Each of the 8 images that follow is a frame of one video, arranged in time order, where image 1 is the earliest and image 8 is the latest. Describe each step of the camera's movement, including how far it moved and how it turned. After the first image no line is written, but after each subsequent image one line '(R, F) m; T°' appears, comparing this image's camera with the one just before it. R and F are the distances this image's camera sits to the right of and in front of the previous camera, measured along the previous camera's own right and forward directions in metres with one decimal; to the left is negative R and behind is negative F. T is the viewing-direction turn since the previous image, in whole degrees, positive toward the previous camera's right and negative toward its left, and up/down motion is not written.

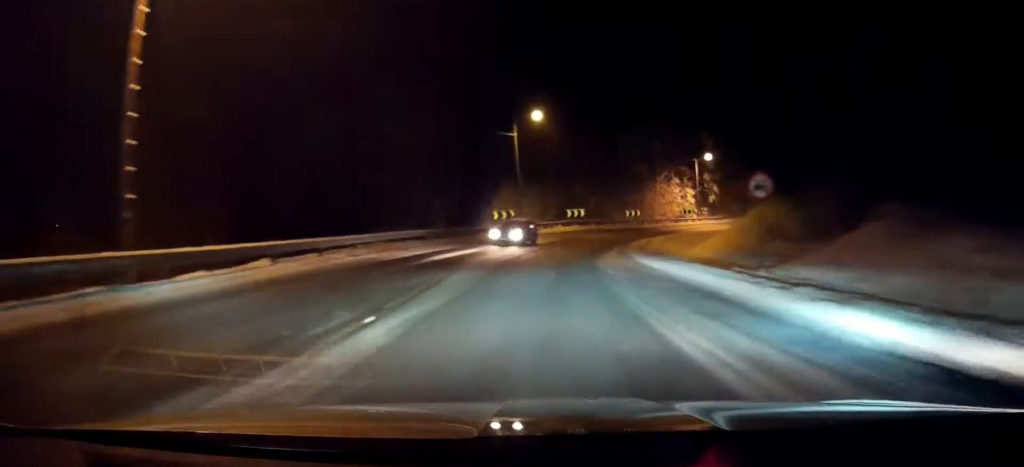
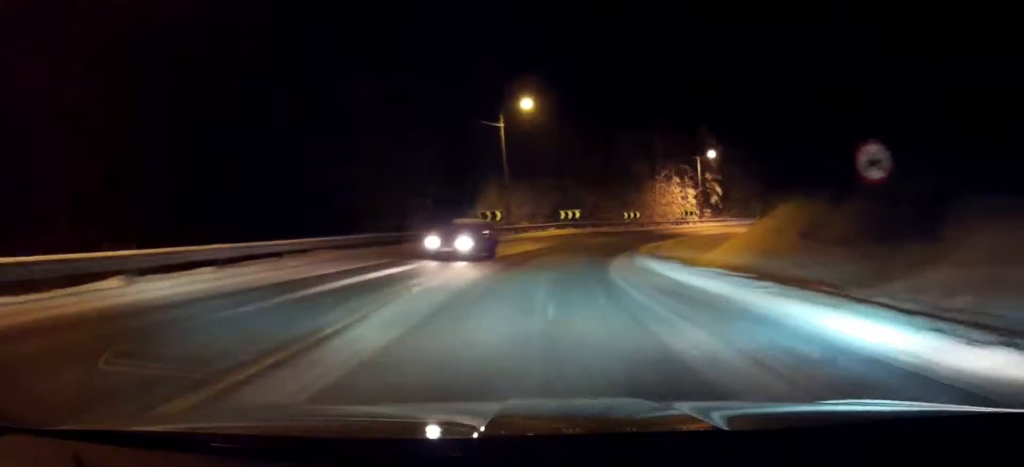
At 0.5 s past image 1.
(-0.1, +6.7) m; +1°
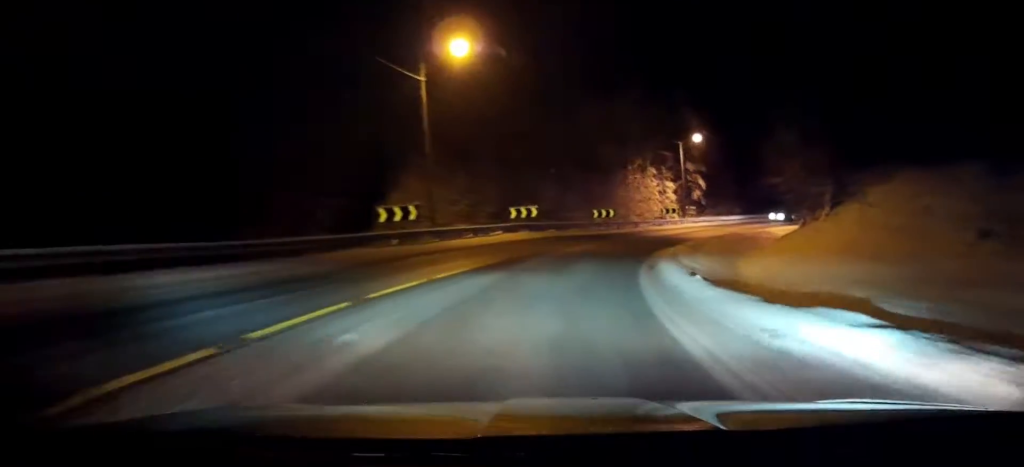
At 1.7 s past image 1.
(+0.7, +16.9) m; +5°
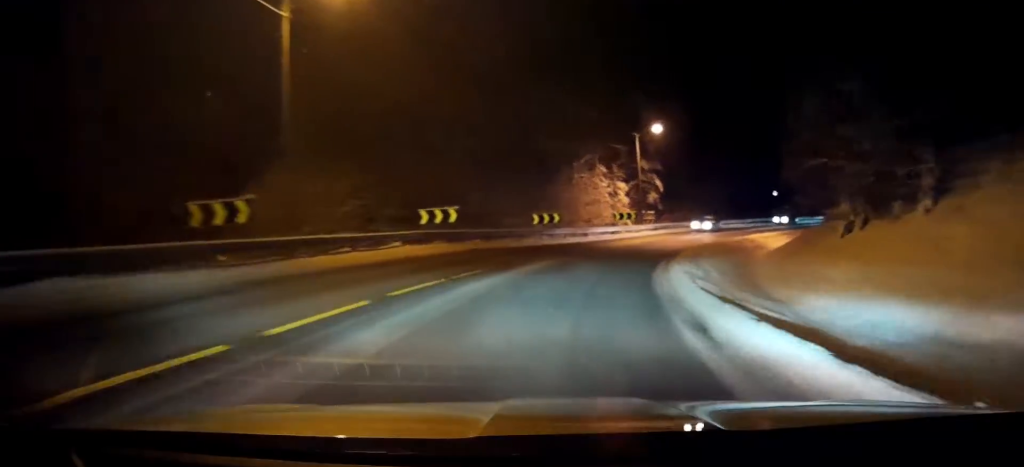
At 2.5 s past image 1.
(+0.4, +11.9) m; +4°
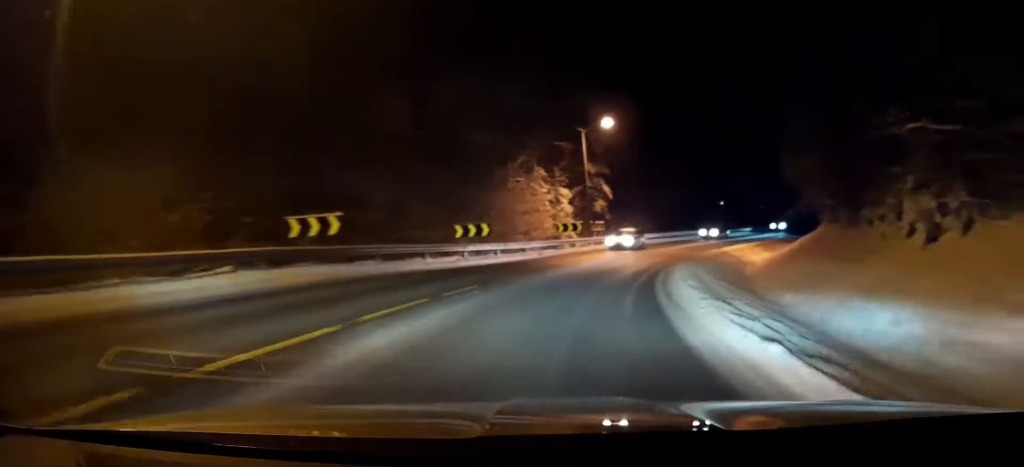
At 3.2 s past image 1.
(+0.2, +9.5) m; +4°
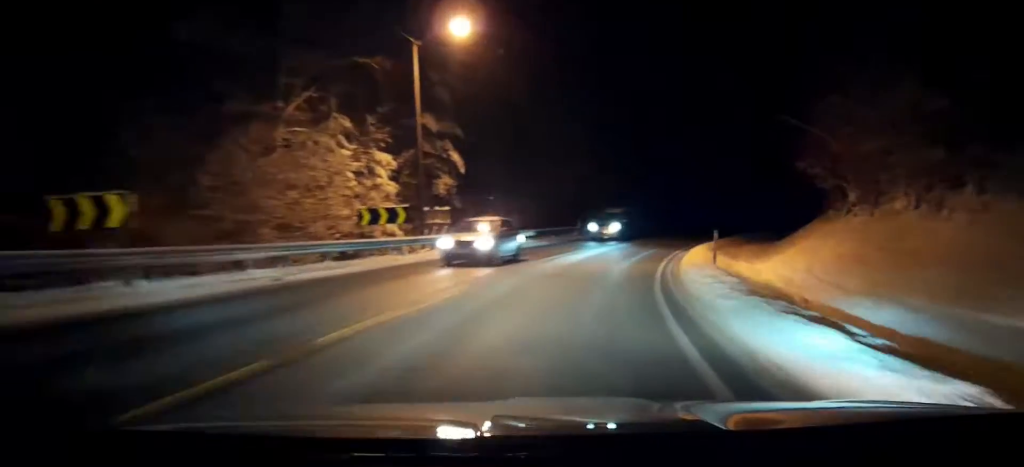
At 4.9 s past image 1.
(+2.5, +22.3) m; +14°
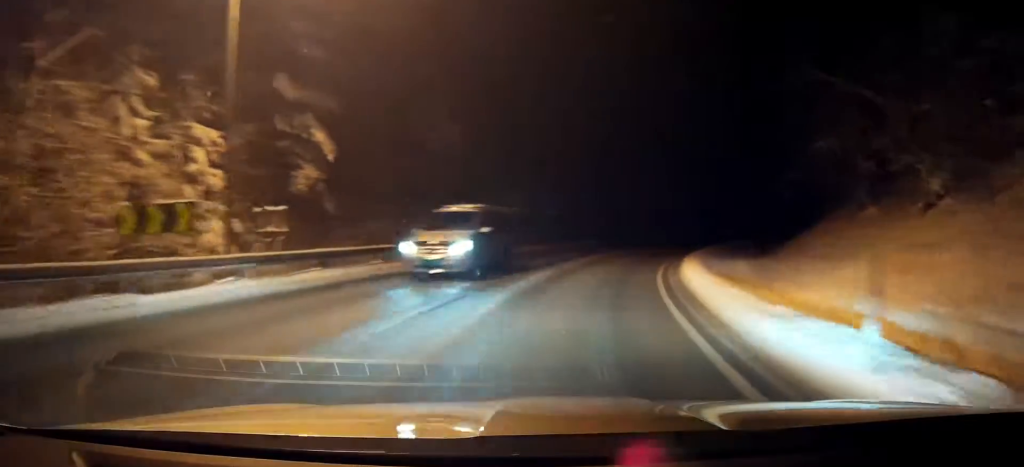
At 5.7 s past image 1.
(+0.7, +11.2) m; +8°
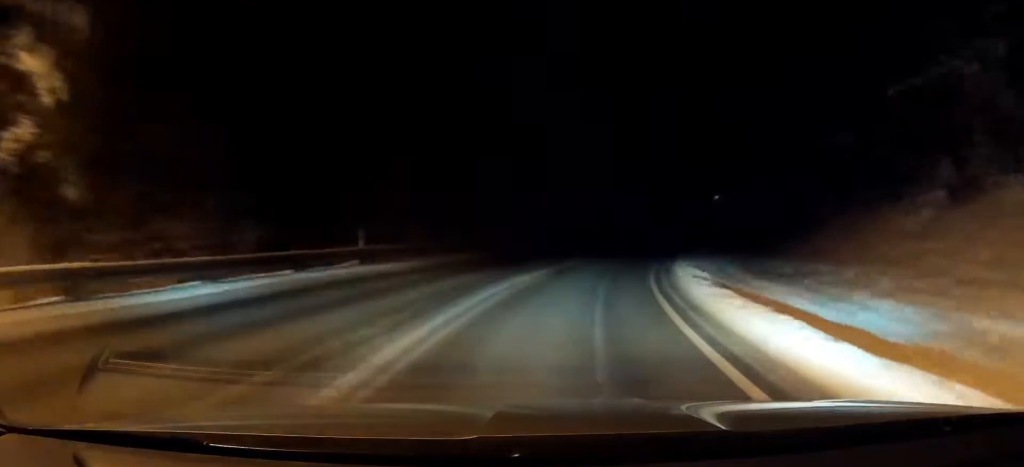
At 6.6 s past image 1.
(+1.1, +12.3) m; +9°
